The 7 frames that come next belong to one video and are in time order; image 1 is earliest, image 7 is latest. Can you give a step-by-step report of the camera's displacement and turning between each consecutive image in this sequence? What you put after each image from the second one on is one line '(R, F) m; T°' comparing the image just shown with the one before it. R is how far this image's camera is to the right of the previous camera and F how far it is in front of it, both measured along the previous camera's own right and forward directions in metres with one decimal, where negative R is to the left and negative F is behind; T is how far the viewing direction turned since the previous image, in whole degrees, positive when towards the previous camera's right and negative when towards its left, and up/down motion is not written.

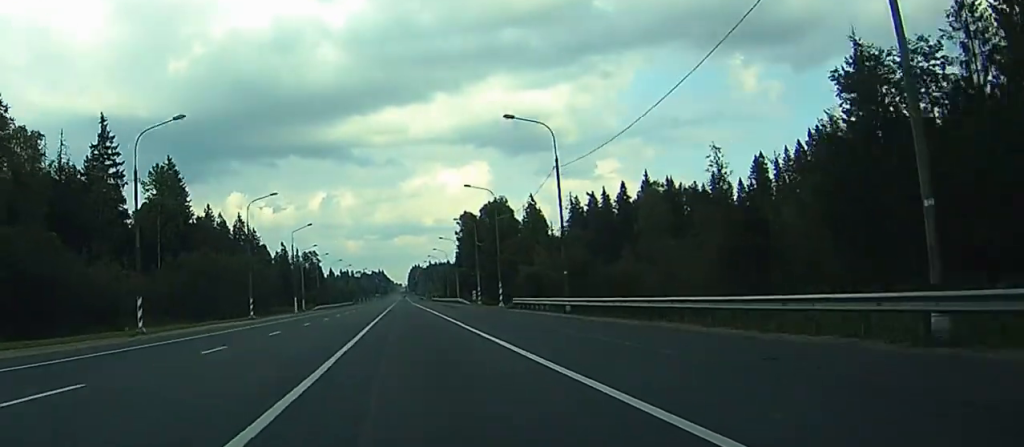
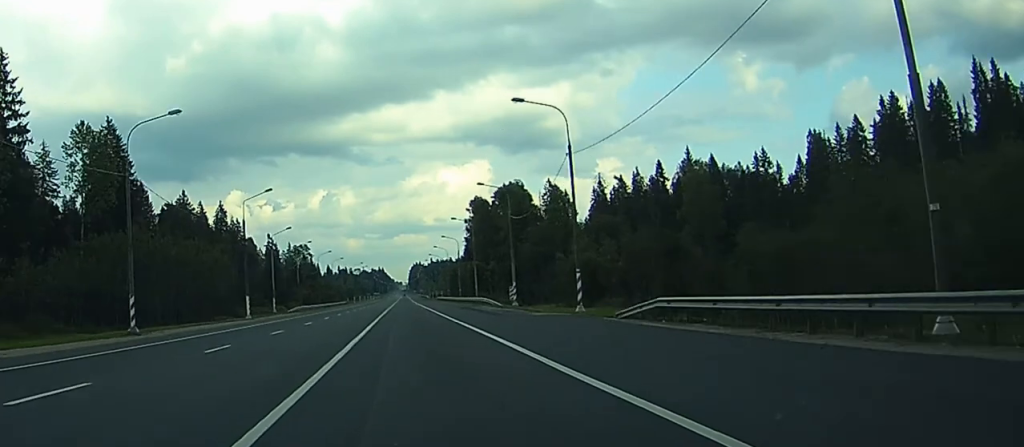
(0.0, +35.3) m; 0°
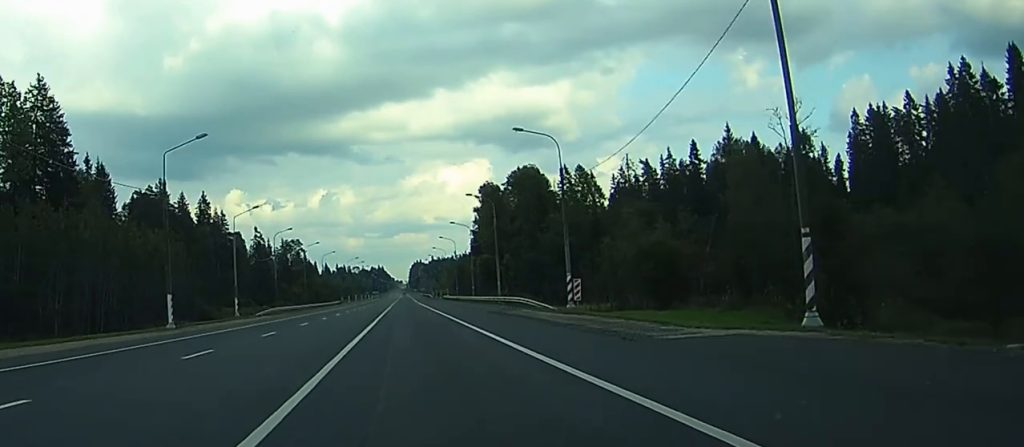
(-0.1, +26.2) m; 0°
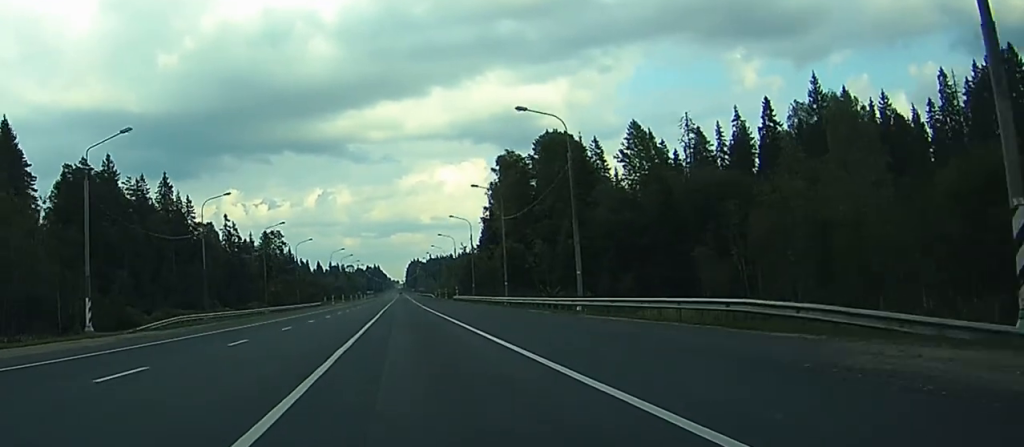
(0.0, +41.7) m; 0°
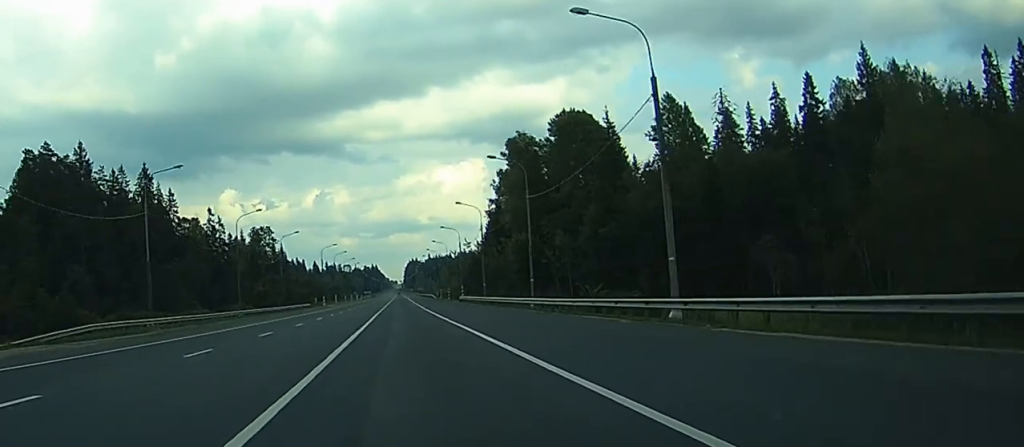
(0.0, +17.2) m; 0°
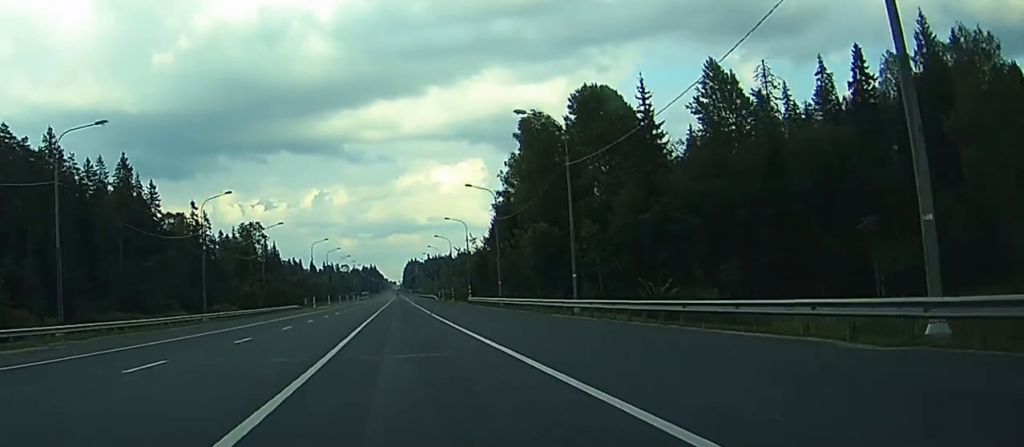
(0.0, +16.3) m; 0°
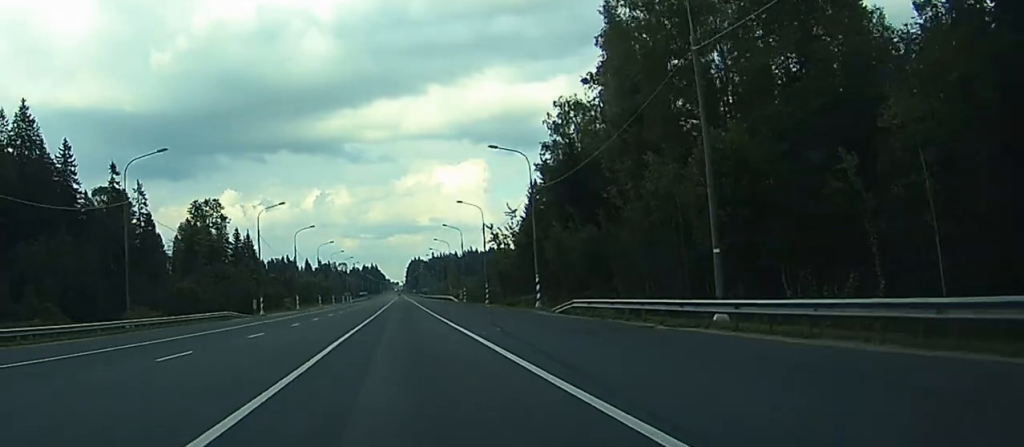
(0.0, +56.9) m; 0°
